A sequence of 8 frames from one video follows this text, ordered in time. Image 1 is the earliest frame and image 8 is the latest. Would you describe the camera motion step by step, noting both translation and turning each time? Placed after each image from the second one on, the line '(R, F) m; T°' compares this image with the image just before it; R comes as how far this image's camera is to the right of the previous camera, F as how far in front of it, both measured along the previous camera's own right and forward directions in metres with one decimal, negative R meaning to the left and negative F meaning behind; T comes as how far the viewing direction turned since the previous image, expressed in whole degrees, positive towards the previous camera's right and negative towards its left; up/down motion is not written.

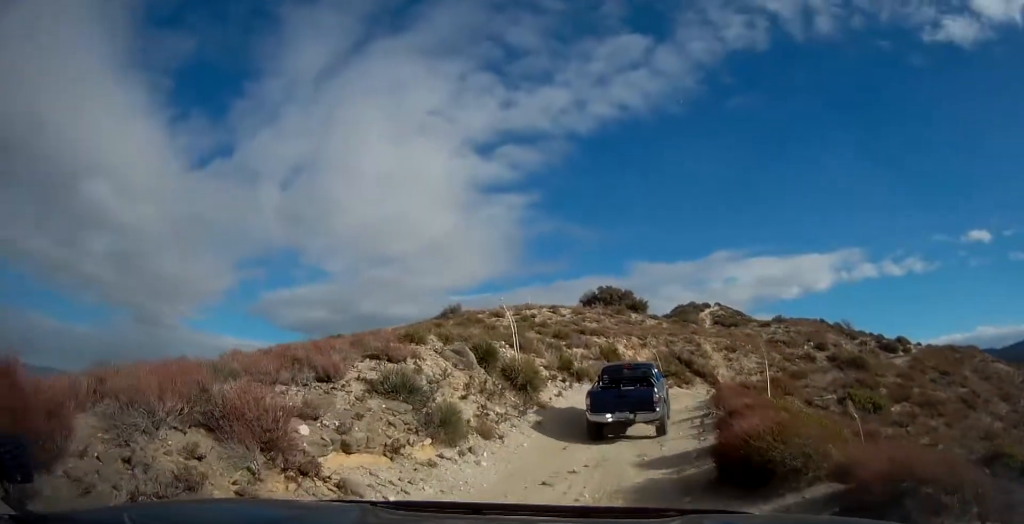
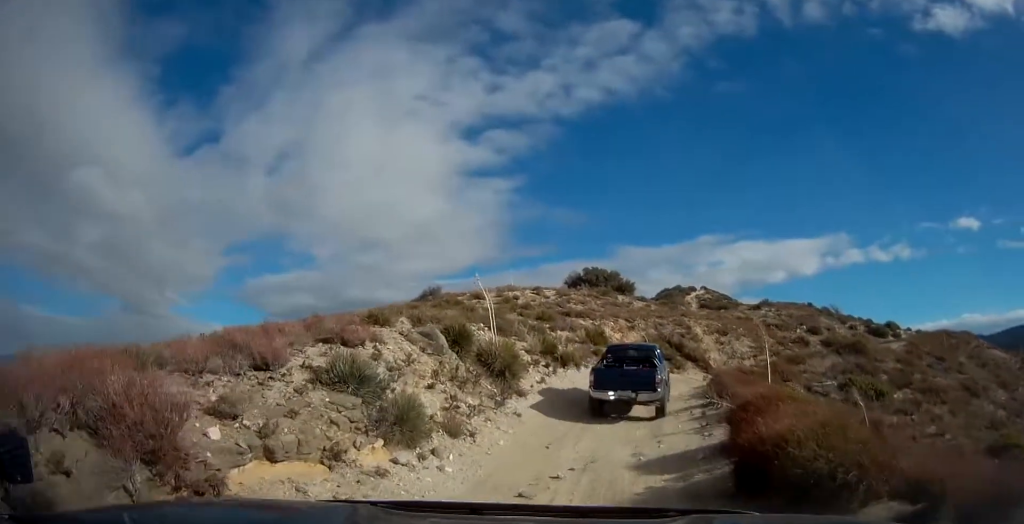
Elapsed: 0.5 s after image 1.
(0.0, +1.7) m; +3°
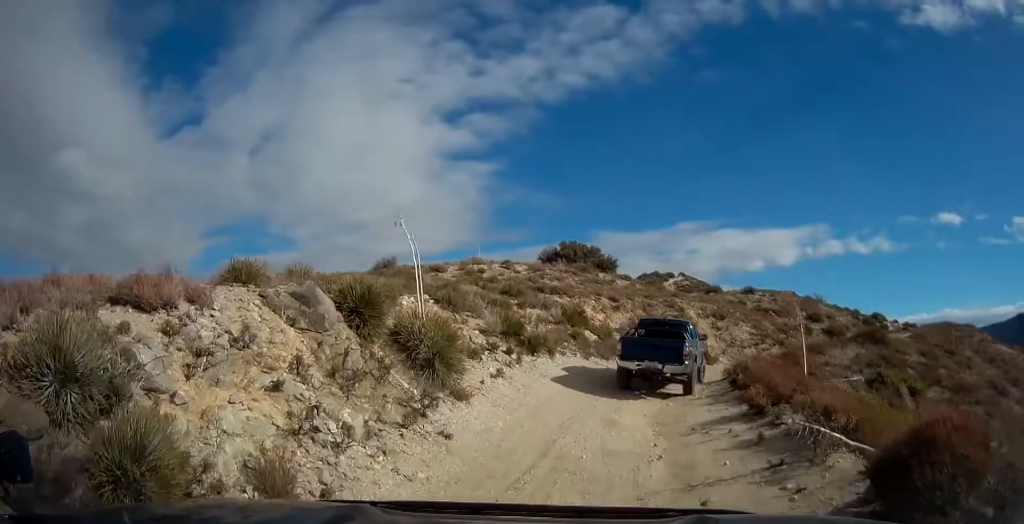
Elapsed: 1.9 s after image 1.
(+0.1, +4.9) m; +1°
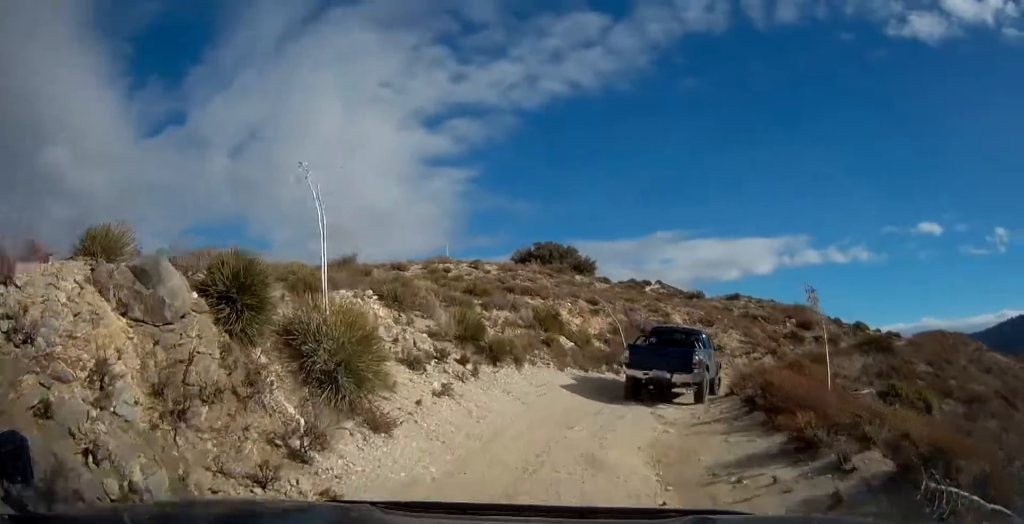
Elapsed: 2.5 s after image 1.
(-0.1, +2.8) m; +3°
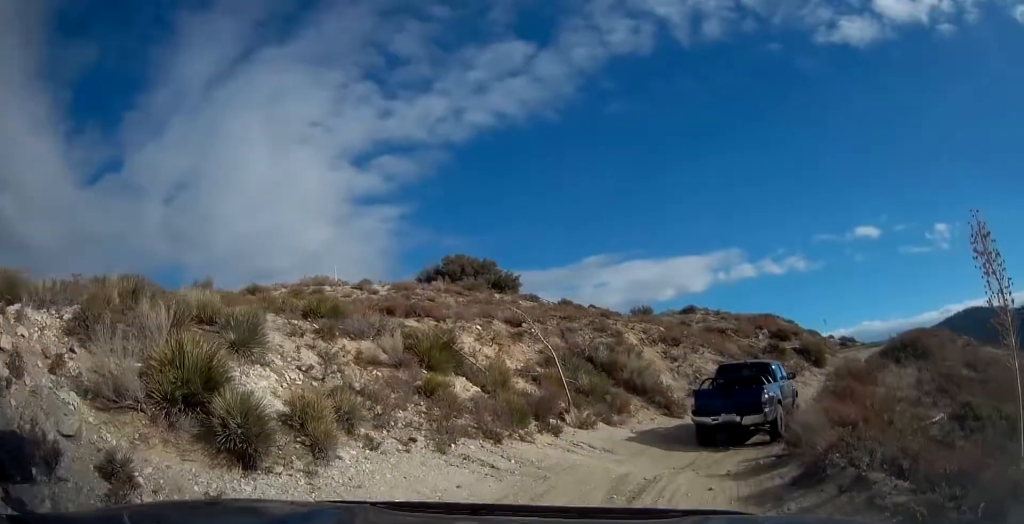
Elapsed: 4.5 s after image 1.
(+1.4, +8.3) m; +9°
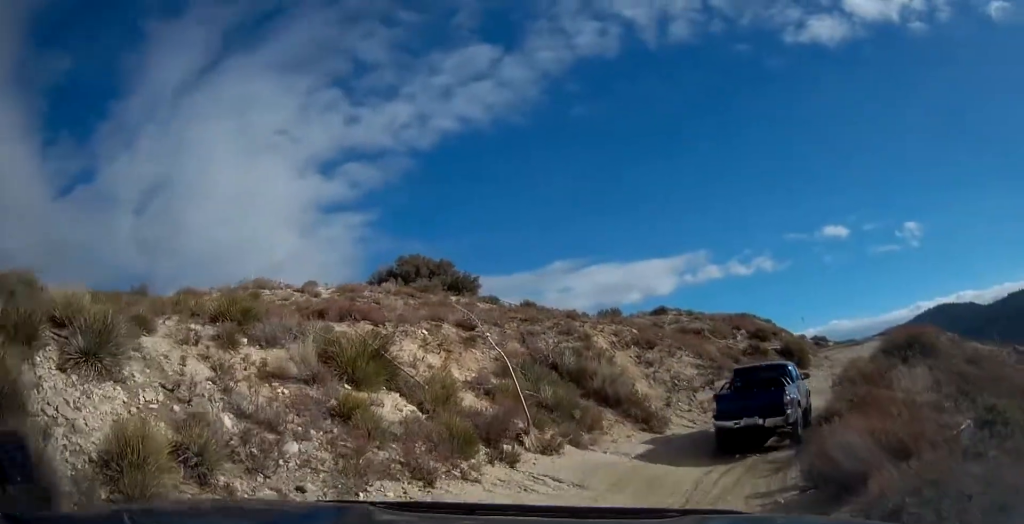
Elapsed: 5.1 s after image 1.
(-0.2, +2.4) m; +1°
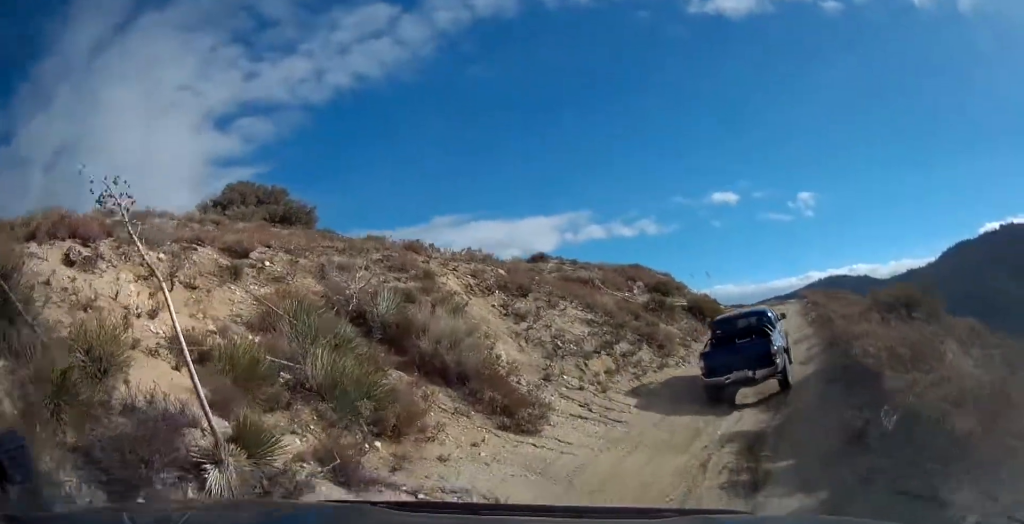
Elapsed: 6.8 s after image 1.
(+0.8, +6.1) m; +16°
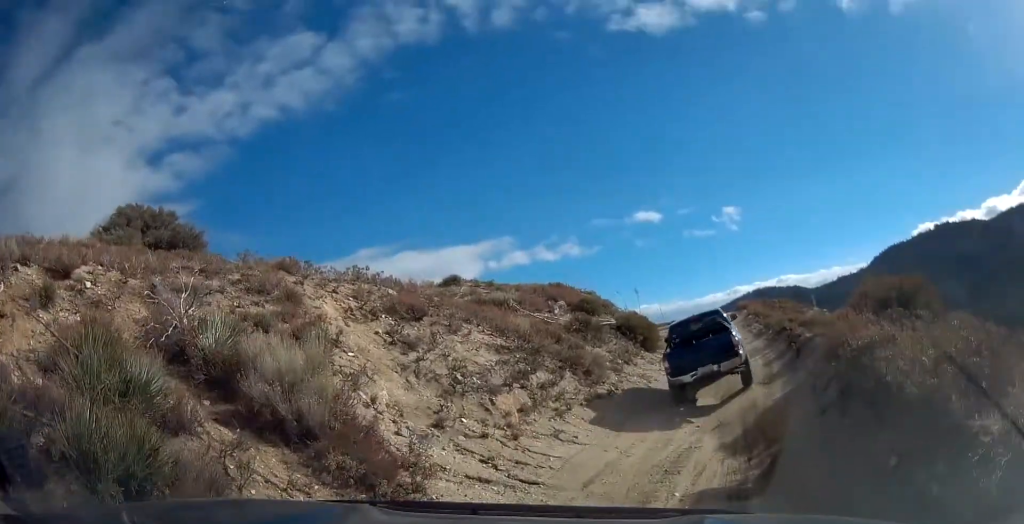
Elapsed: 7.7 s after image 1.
(+0.2, +3.2) m; +4°
